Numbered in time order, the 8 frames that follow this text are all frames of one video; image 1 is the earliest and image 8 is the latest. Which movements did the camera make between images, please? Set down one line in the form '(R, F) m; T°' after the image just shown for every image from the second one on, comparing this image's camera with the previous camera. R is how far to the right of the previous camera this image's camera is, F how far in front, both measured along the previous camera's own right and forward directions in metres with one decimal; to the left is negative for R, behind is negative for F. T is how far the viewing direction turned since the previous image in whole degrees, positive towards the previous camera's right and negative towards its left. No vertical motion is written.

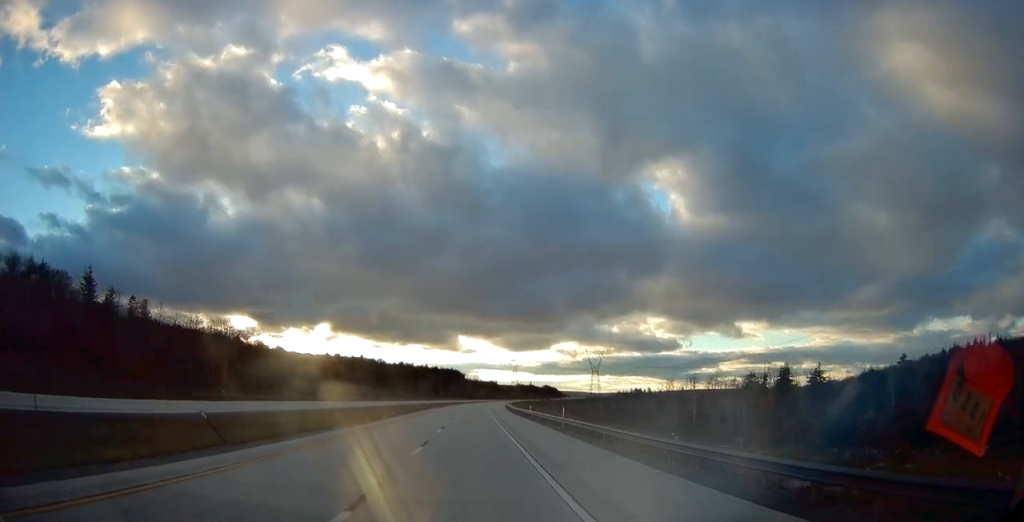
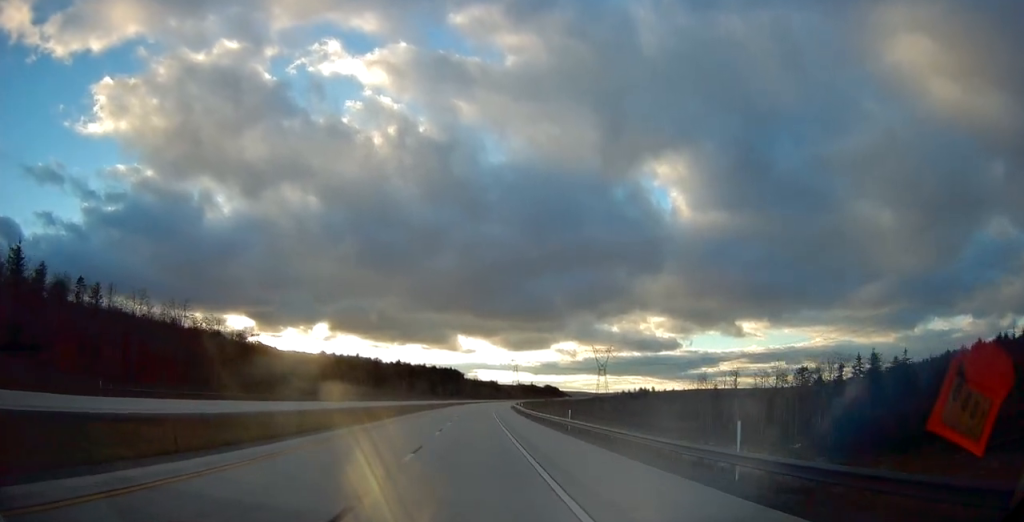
(+0.2, +27.0) m; 0°
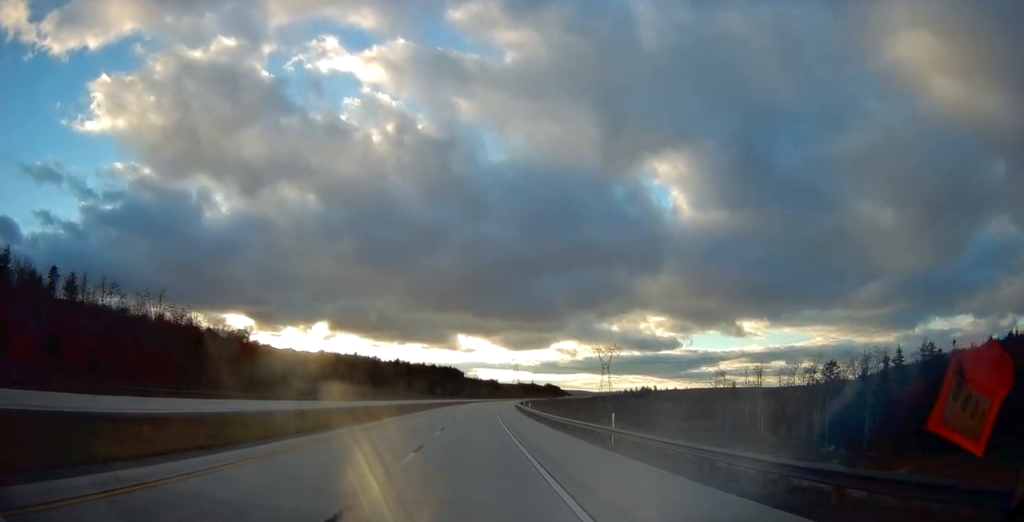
(-0.1, +11.9) m; 0°
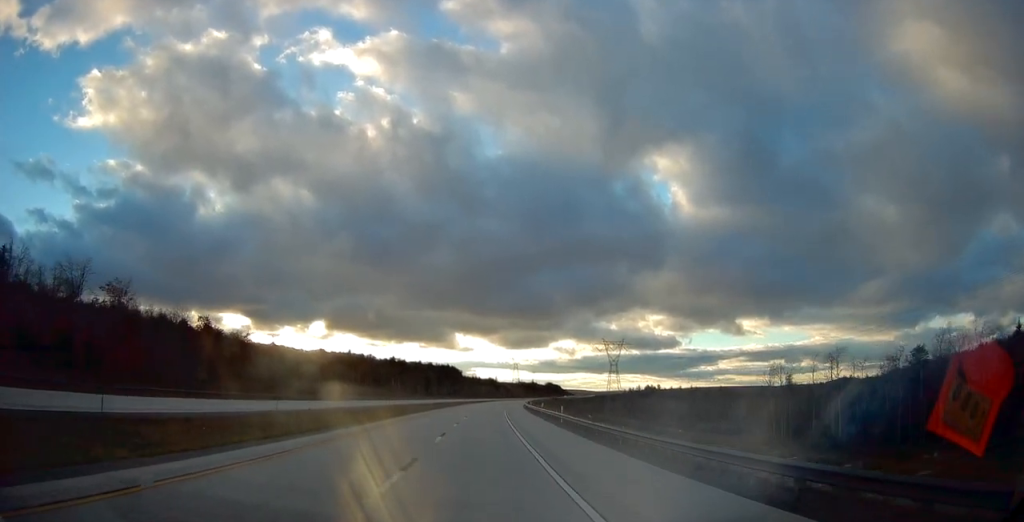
(-0.1, +28.8) m; 0°
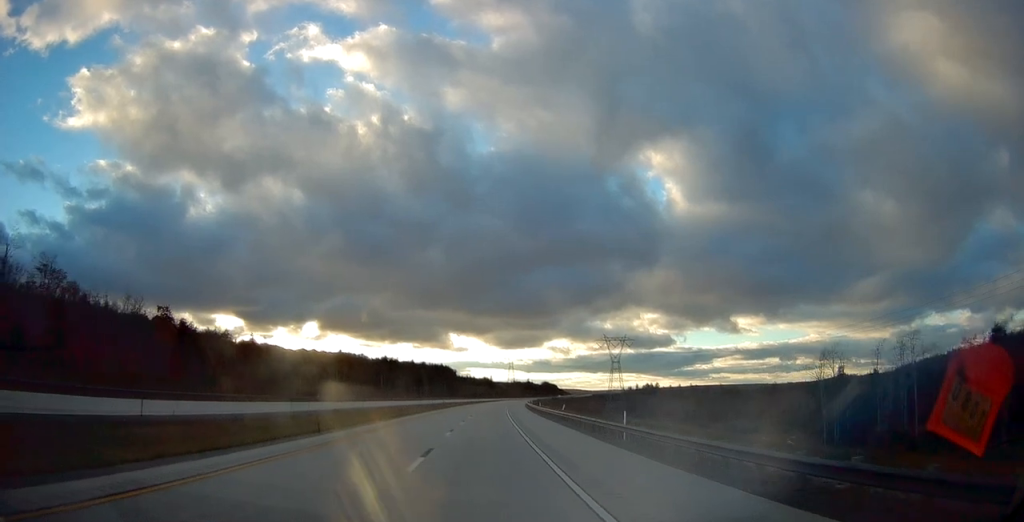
(0.0, +20.9) m; 0°
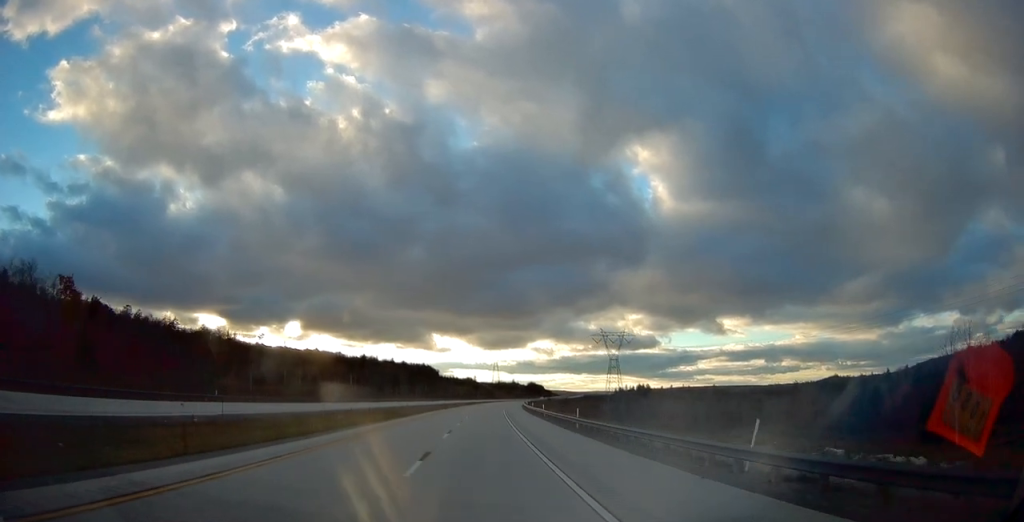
(+0.5, +36.8) m; +2°
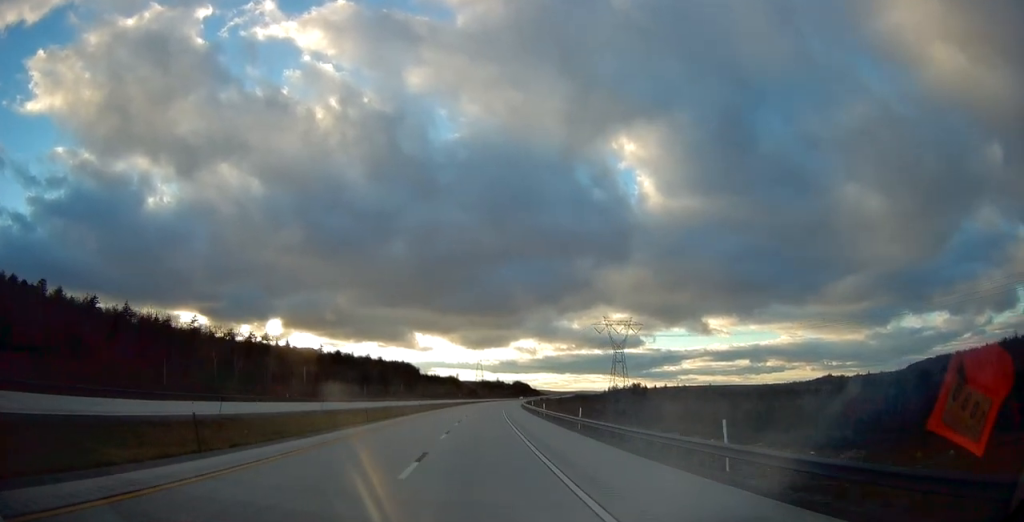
(+0.8, +48.7) m; +2°
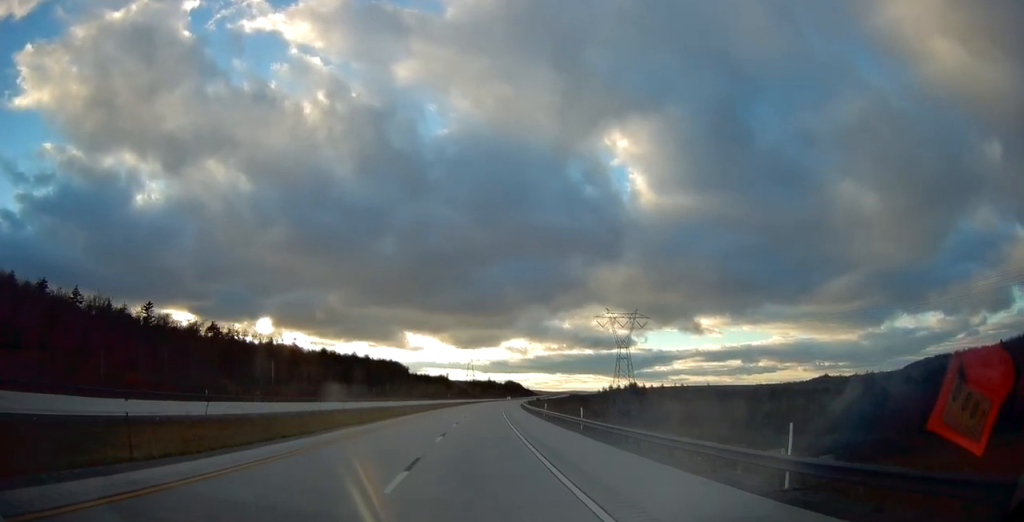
(+0.2, +25.9) m; +1°
